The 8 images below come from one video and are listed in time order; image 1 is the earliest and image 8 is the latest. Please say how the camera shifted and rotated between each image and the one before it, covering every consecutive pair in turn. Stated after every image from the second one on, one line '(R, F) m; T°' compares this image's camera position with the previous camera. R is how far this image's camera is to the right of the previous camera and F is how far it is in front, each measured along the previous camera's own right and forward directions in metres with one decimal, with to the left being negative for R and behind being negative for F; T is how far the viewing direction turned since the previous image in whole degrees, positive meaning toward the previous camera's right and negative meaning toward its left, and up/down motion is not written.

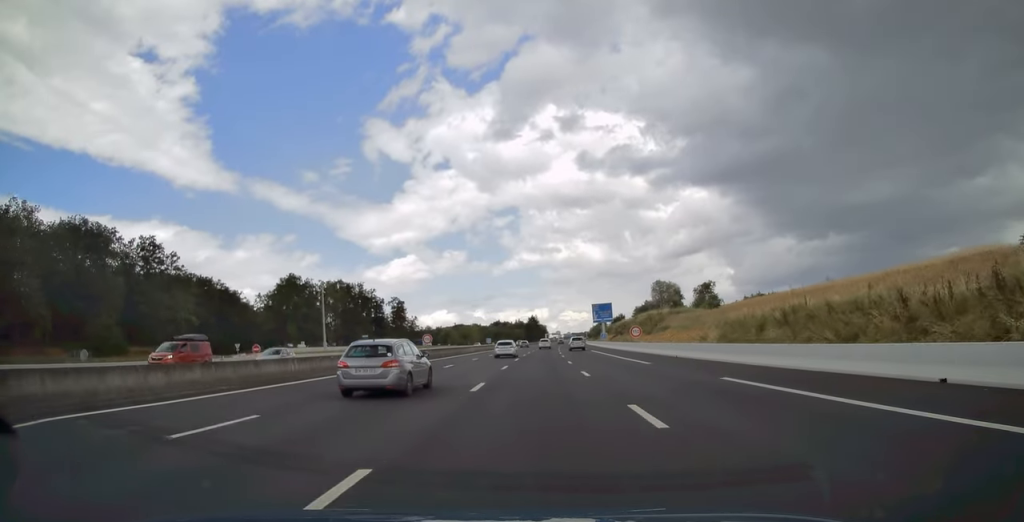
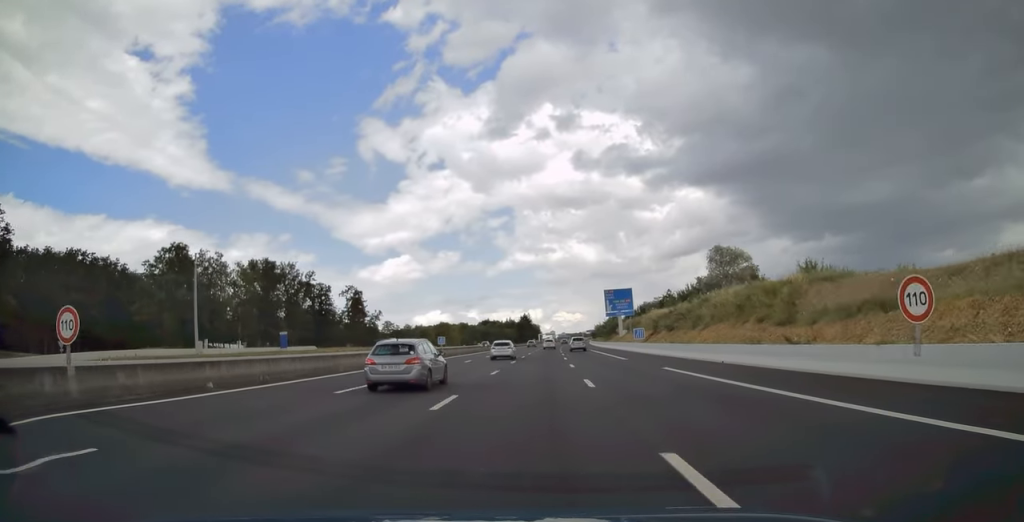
(+0.1, +46.7) m; +1°
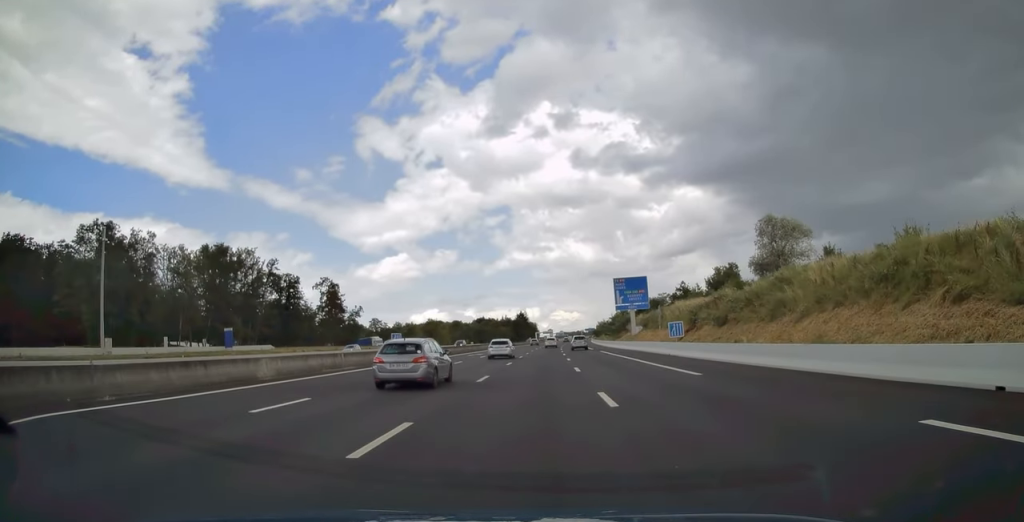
(+0.1, +20.5) m; 0°
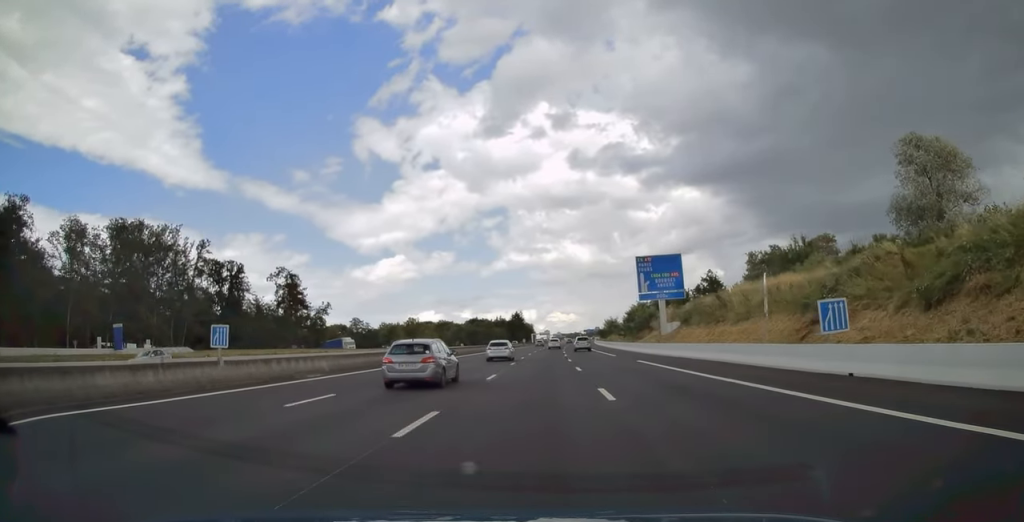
(+0.1, +28.0) m; 0°
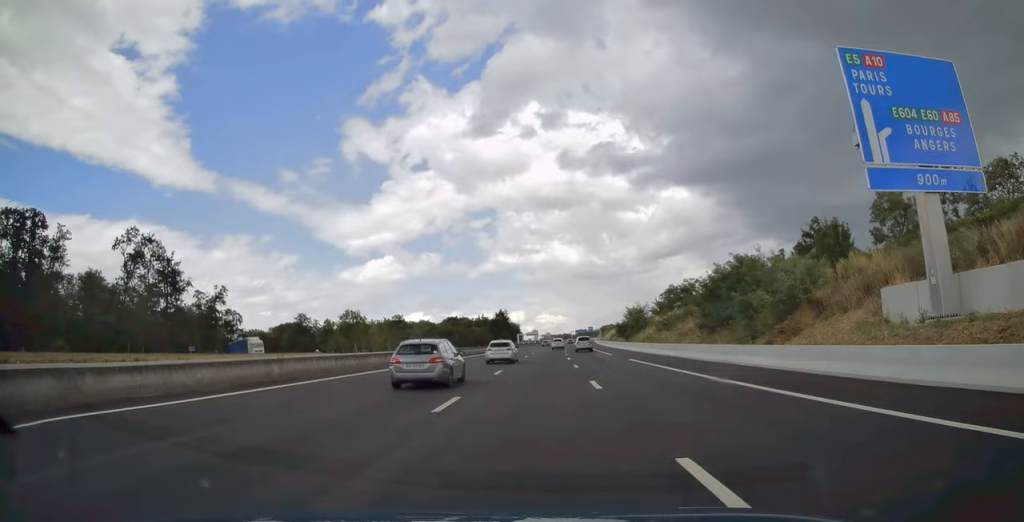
(+0.5, +49.0) m; +1°
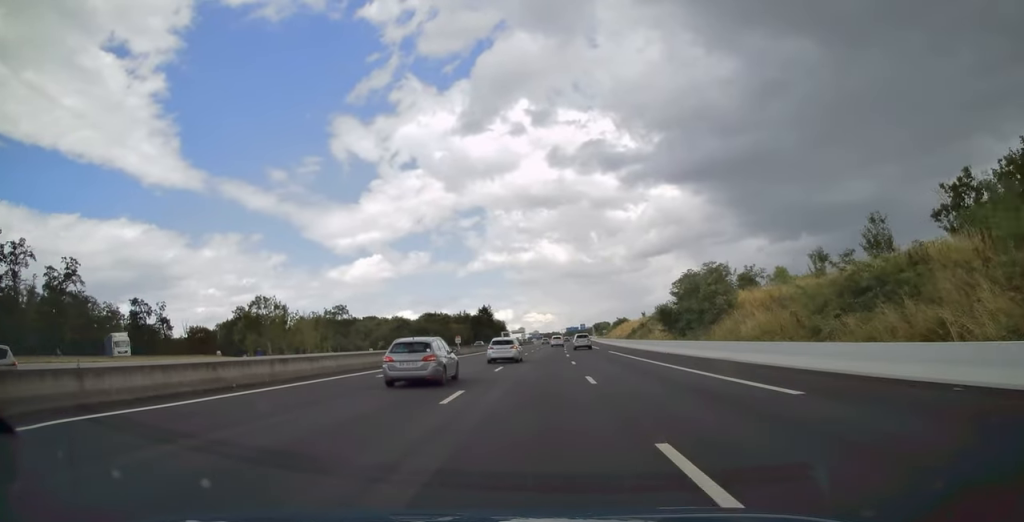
(+0.4, +41.1) m; +1°
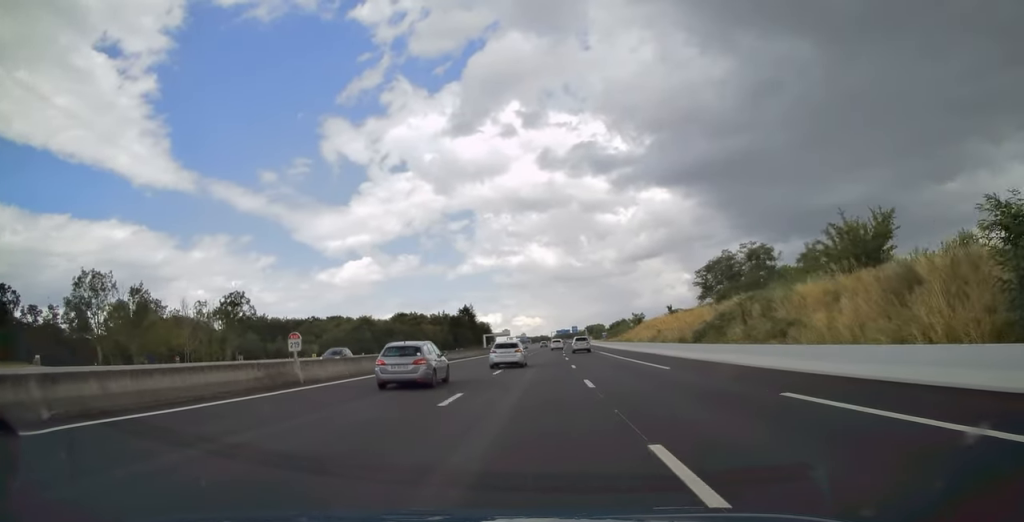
(+0.4, +39.2) m; +1°
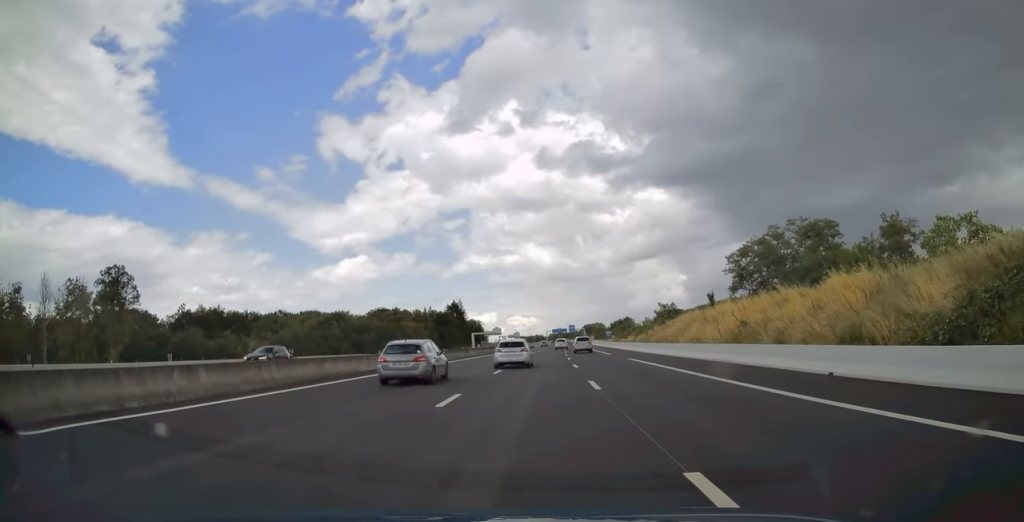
(+0.2, +26.5) m; +1°
